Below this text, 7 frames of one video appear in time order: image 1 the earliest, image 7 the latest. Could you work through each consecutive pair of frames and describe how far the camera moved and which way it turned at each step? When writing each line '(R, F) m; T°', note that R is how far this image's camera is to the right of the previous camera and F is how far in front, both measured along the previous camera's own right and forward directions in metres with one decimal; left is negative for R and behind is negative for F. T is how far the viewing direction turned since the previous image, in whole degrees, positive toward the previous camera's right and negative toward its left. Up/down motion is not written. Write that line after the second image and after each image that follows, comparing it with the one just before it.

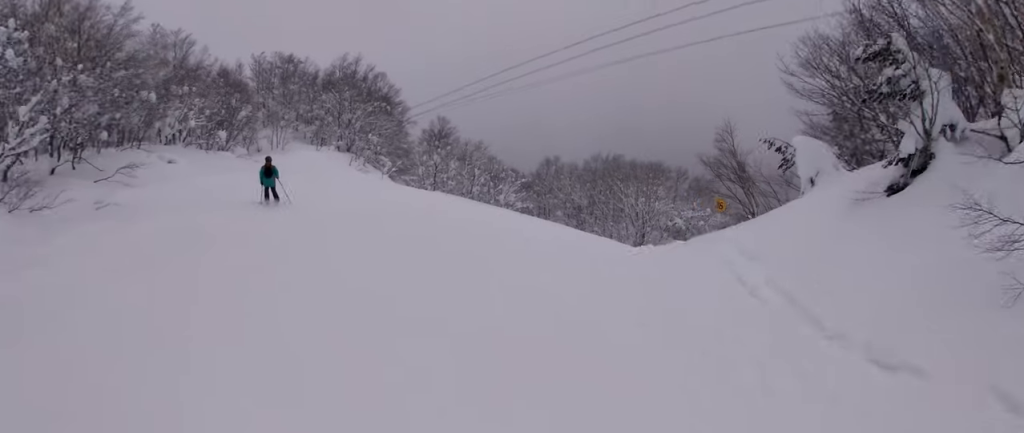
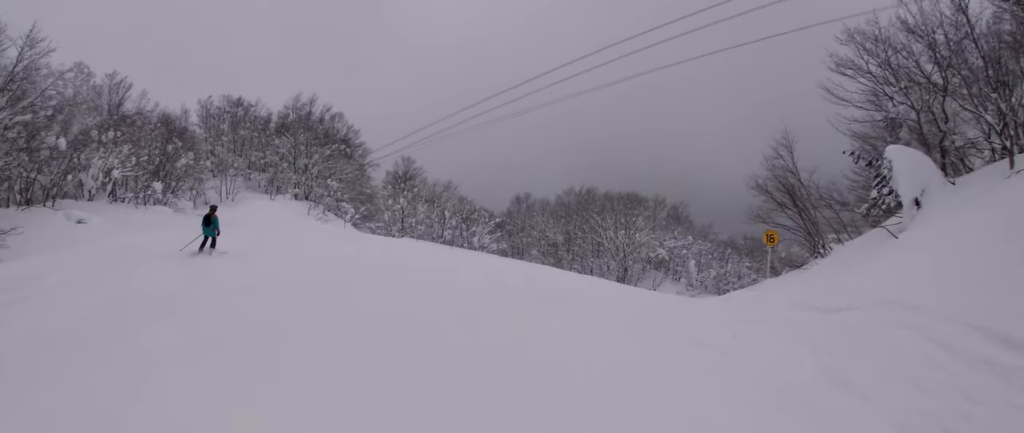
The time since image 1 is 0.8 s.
(0.0, +4.8) m; 0°
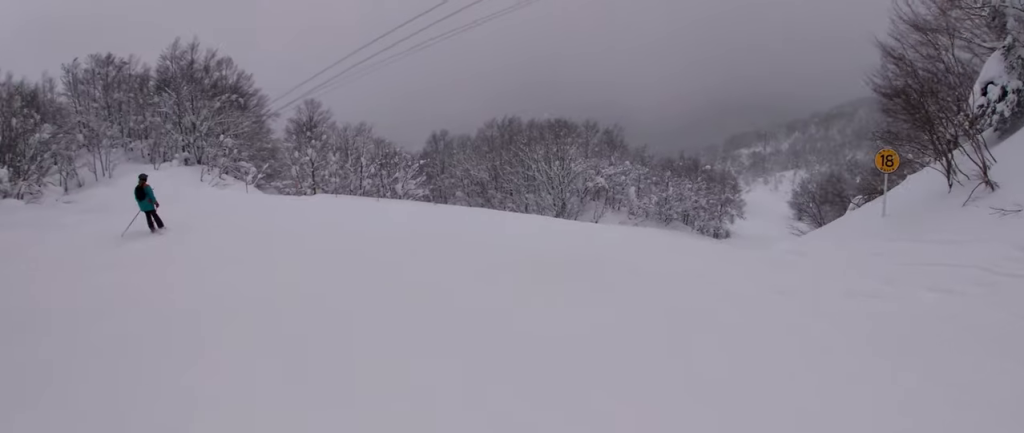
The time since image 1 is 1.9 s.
(0.0, +6.5) m; 0°
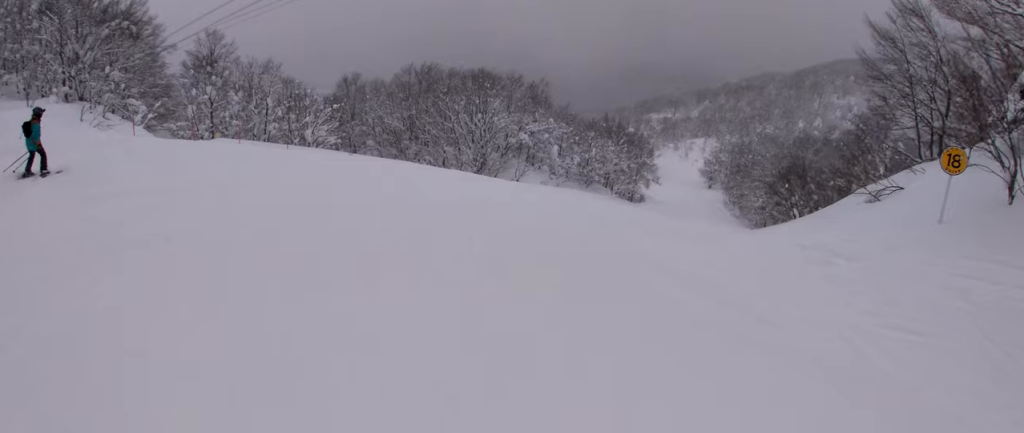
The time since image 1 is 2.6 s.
(0.0, +3.9) m; +6°
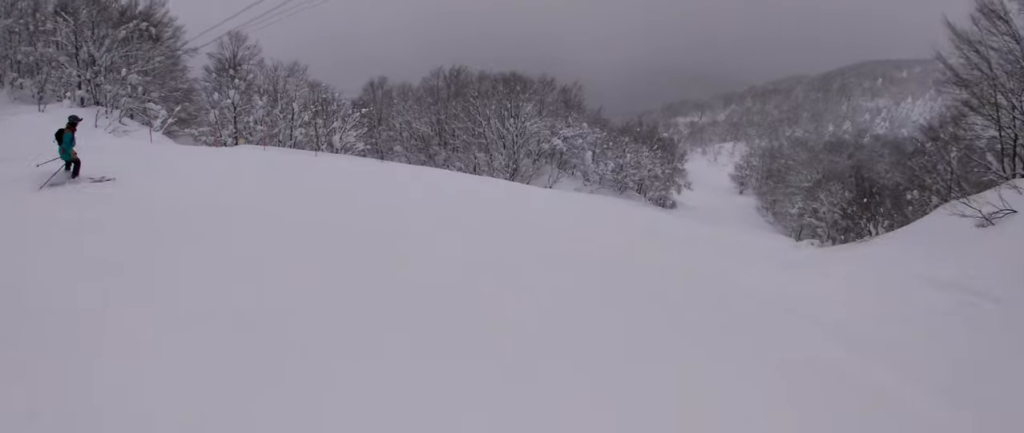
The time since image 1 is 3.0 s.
(-0.2, +2.5) m; +4°
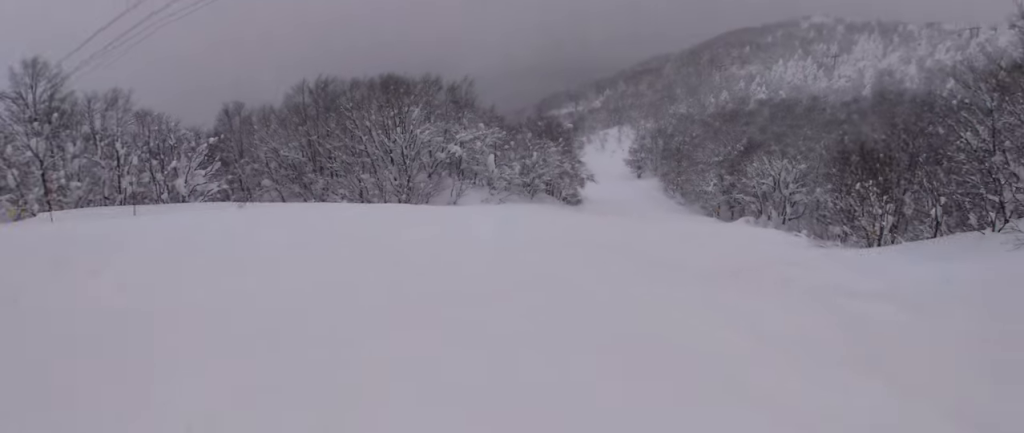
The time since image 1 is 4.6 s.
(+3.8, +9.9) m; +32°
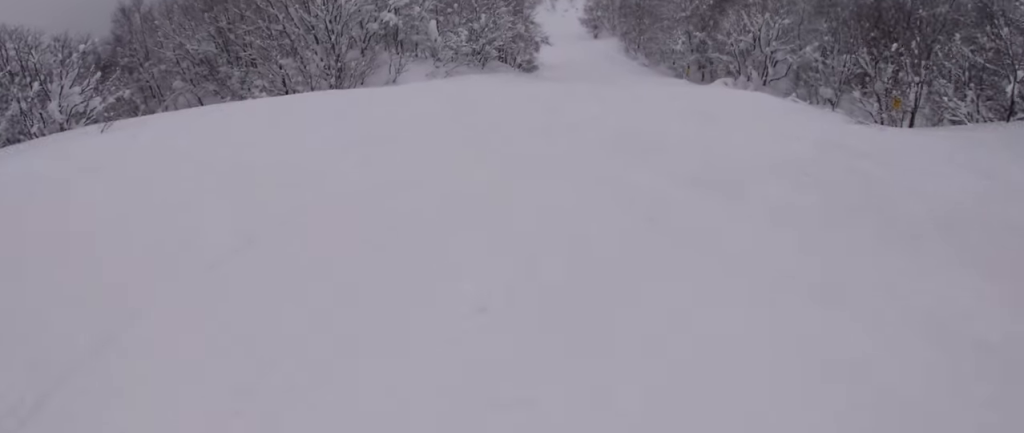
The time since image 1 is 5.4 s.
(+0.5, +5.8) m; +9°
